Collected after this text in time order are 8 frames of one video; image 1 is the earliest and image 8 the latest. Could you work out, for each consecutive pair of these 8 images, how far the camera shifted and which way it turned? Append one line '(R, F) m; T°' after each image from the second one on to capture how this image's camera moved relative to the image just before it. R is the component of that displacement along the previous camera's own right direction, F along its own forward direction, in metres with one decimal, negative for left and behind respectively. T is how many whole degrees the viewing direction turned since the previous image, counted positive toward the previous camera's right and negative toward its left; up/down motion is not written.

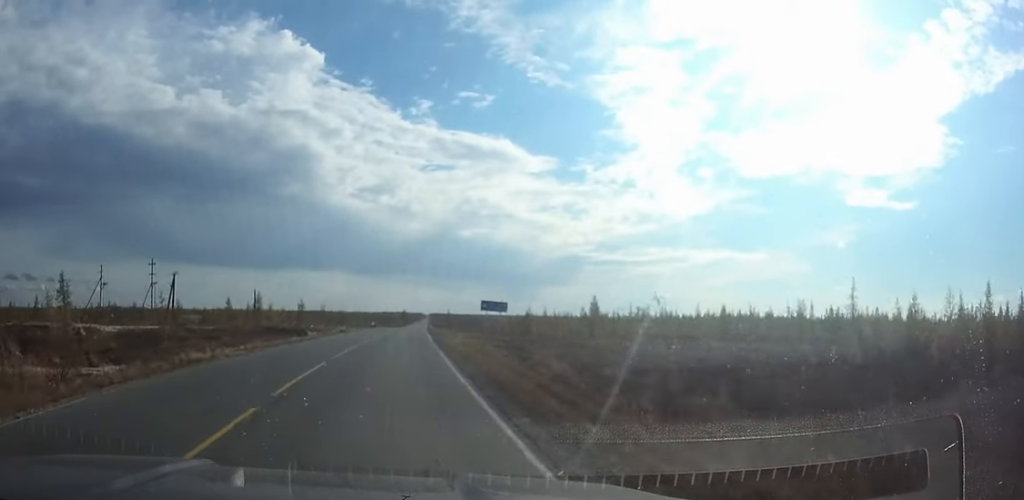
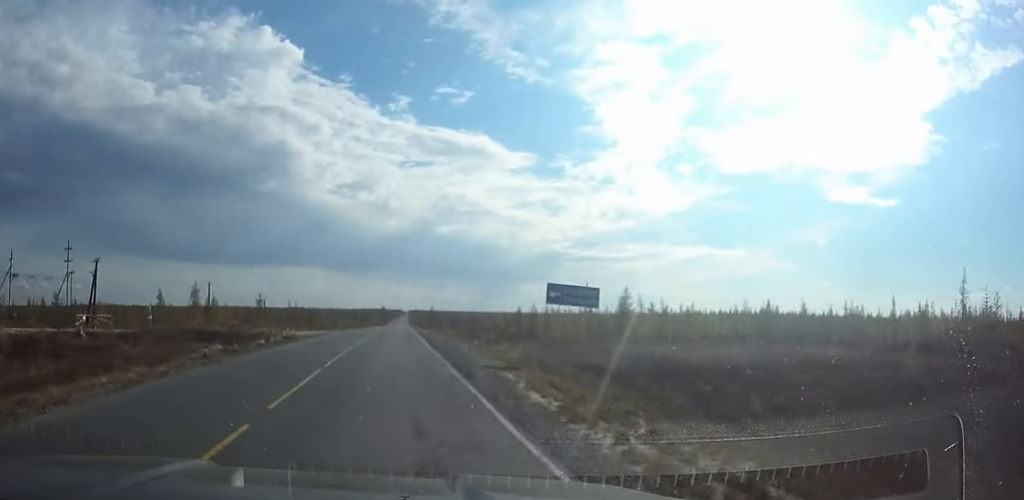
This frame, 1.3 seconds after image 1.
(+0.3, +26.0) m; +1°
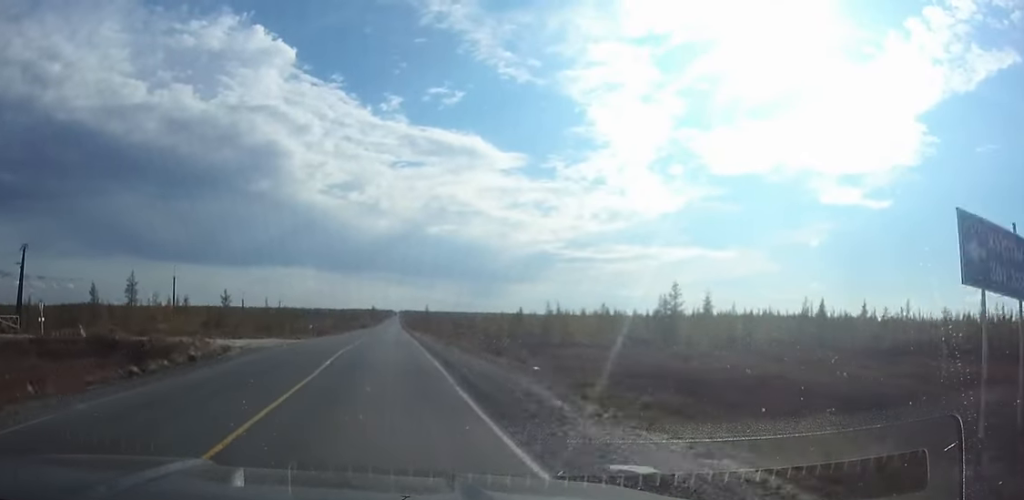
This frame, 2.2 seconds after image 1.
(+0.1, +20.4) m; 0°
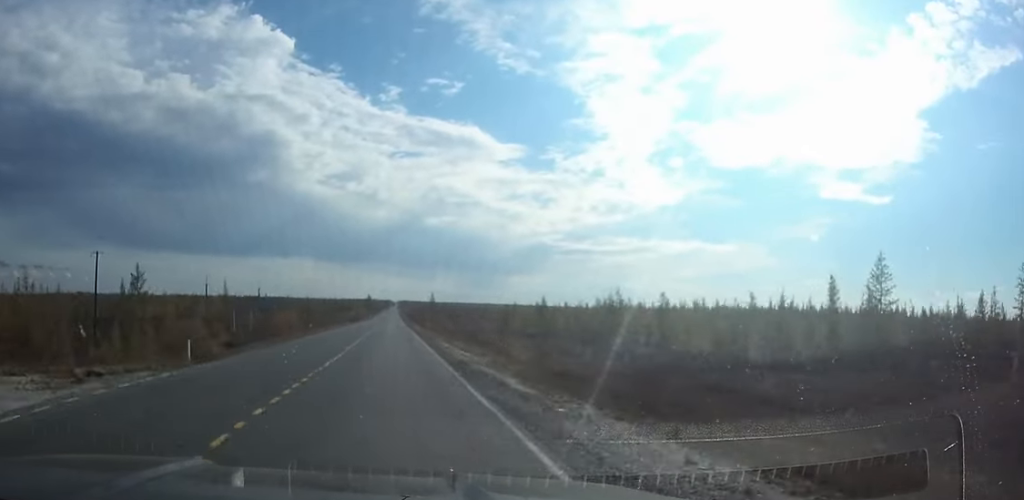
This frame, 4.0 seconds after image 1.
(+0.2, +36.8) m; 0°
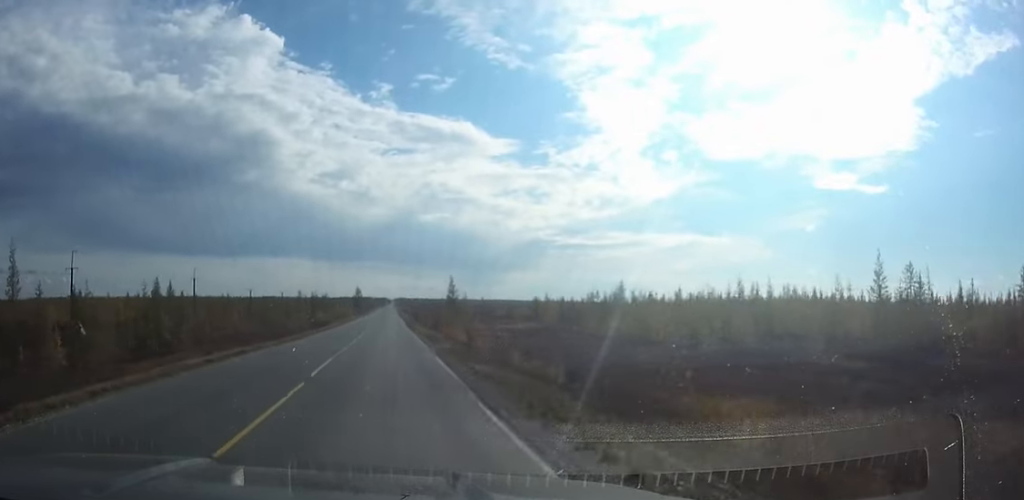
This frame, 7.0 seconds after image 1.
(+0.1, +70.1) m; 0°
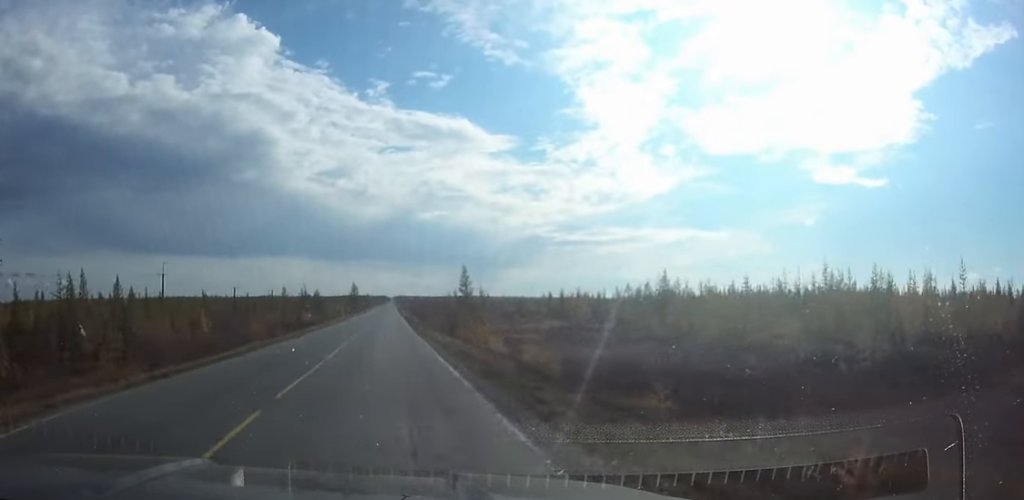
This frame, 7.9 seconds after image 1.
(0.0, +21.4) m; 0°
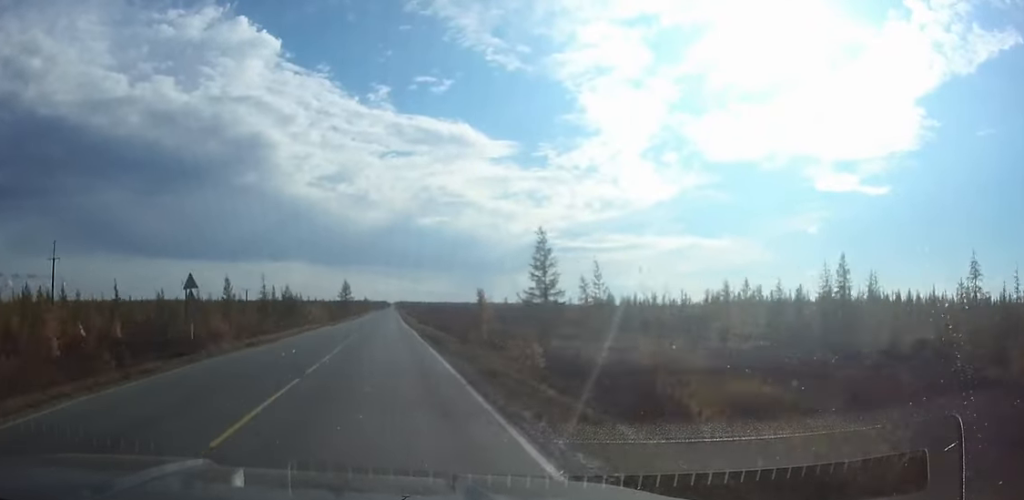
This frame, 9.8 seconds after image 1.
(0.0, +47.5) m; 0°
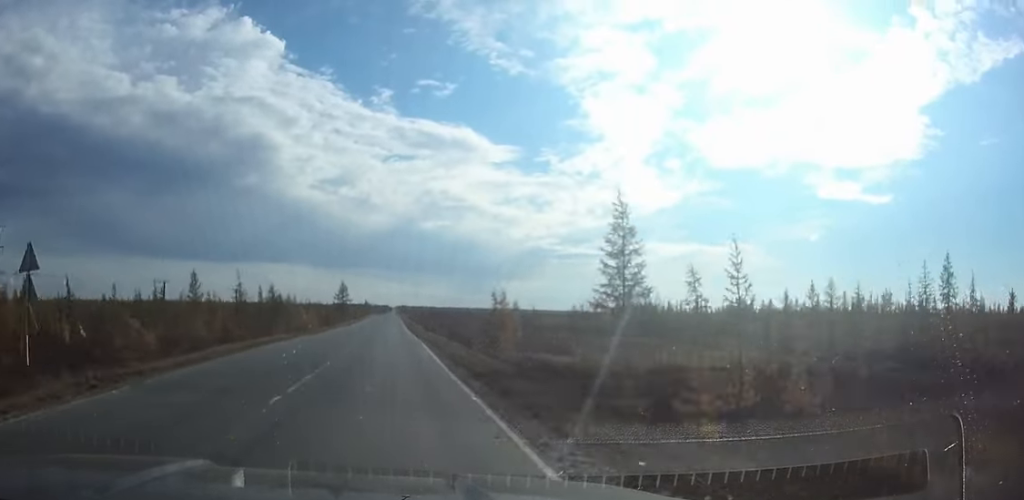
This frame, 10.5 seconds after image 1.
(0.0, +15.0) m; 0°
